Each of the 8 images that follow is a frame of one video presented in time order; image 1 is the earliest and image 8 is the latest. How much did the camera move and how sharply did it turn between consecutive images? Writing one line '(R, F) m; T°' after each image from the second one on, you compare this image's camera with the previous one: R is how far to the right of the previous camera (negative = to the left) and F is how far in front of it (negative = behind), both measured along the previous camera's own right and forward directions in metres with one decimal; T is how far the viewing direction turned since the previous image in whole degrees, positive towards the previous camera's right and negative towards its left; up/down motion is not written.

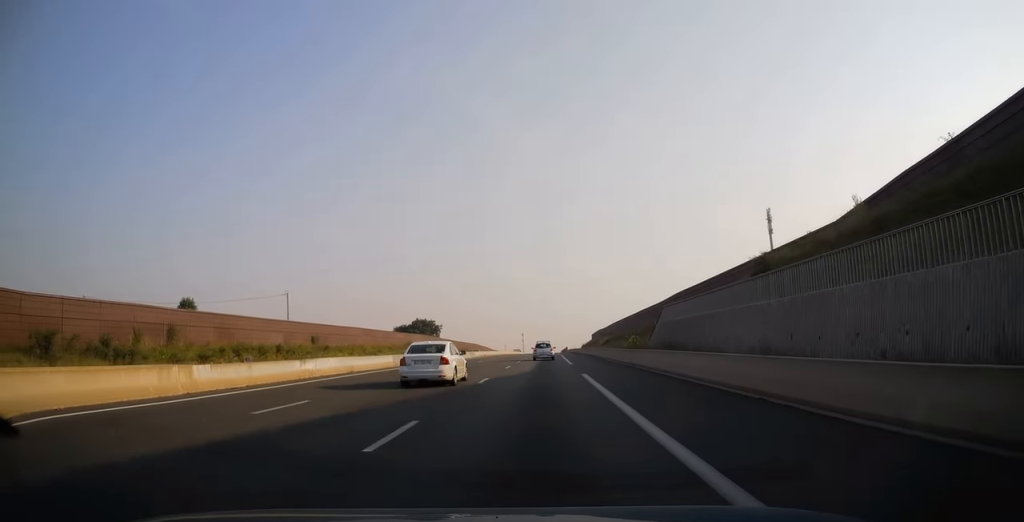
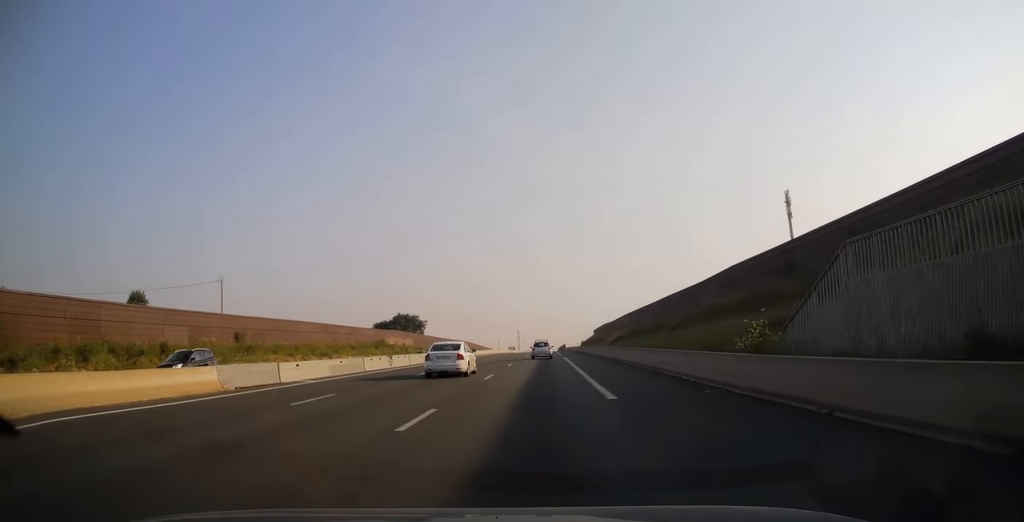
(+0.2, +23.9) m; +1°
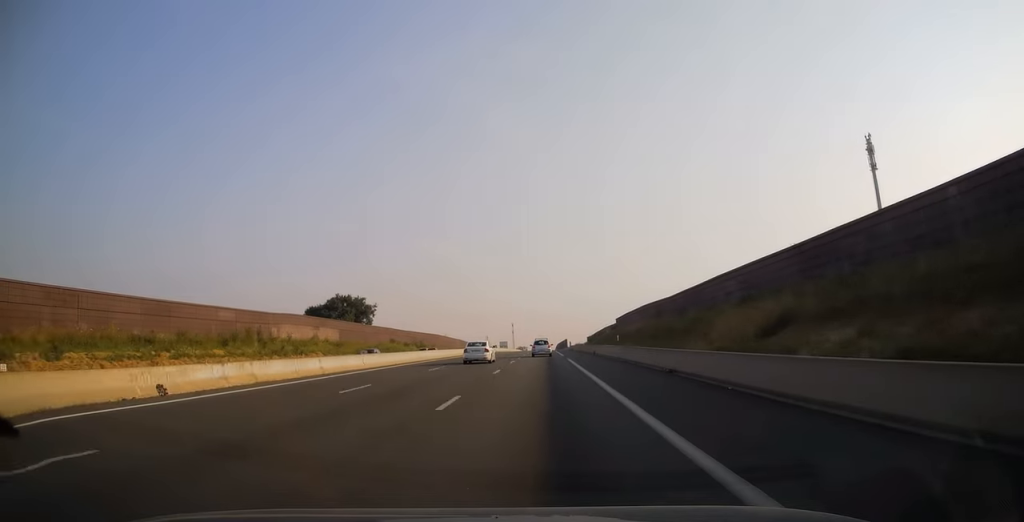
(+0.3, +61.7) m; +1°
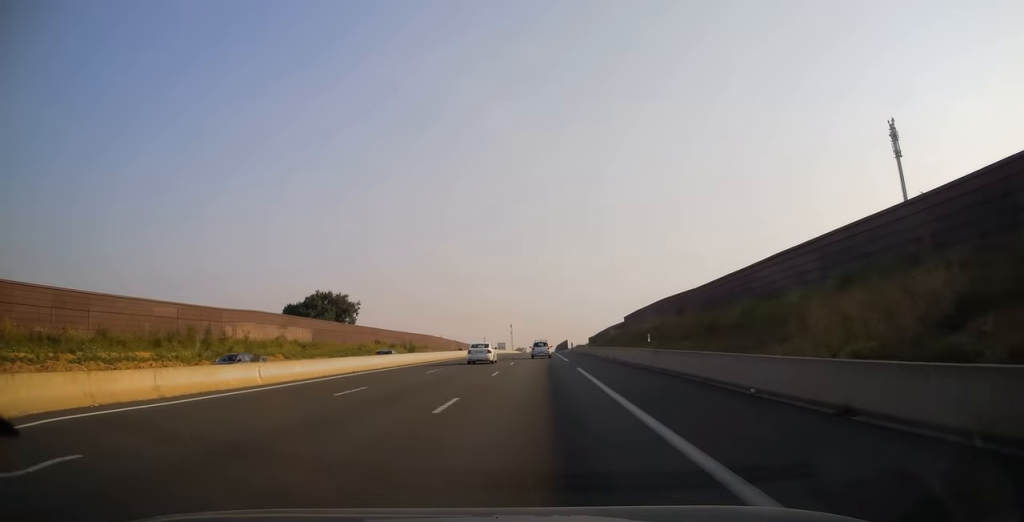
(0.0, +13.3) m; 0°
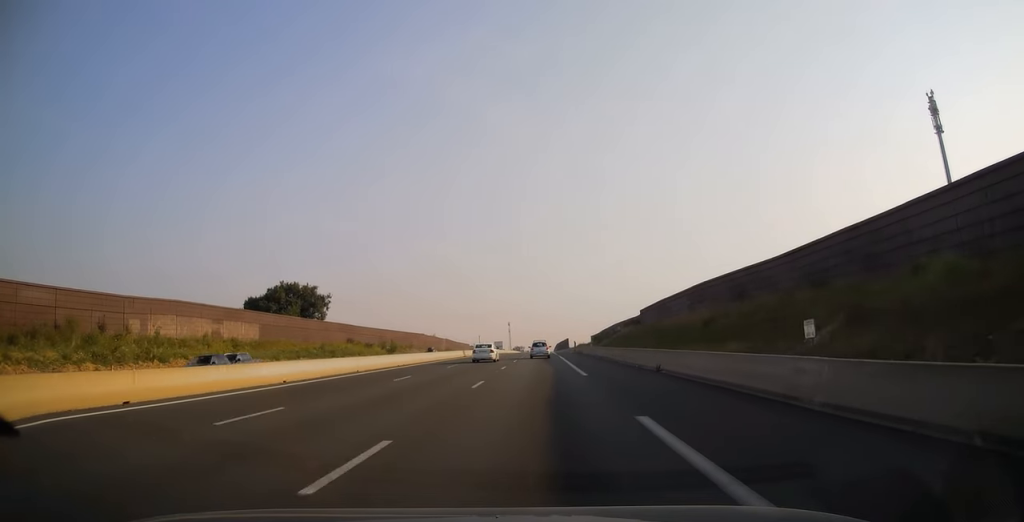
(+0.1, +19.3) m; 0°
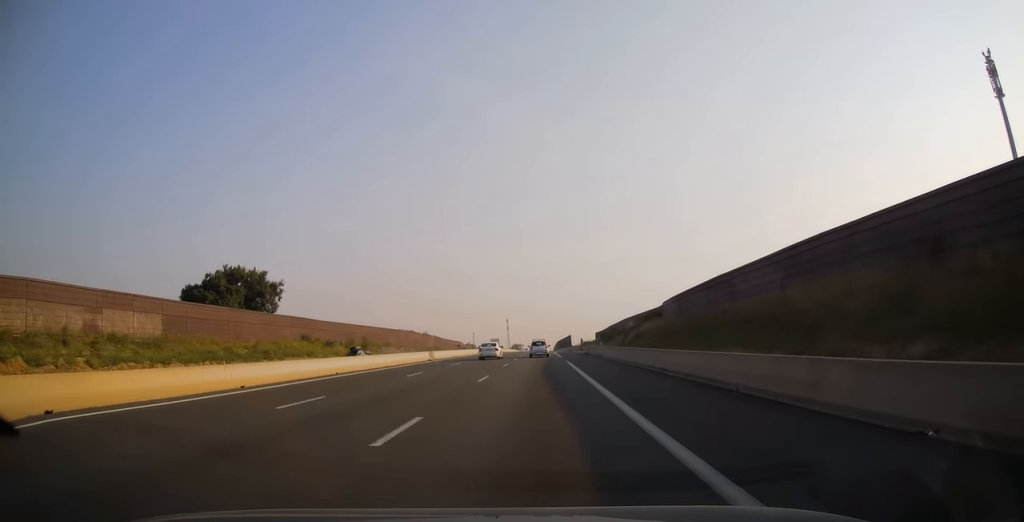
(0.0, +23.2) m; 0°
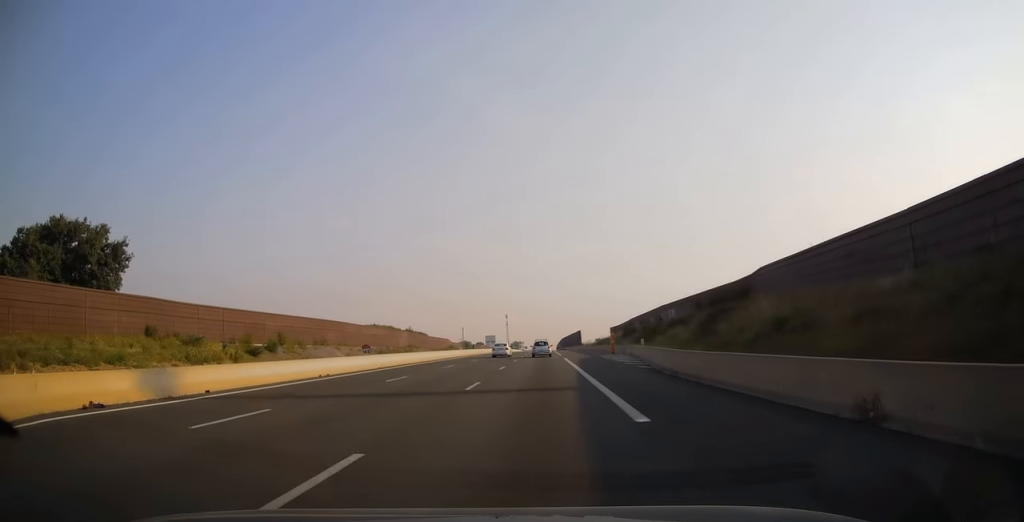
(0.0, +42.5) m; 0°
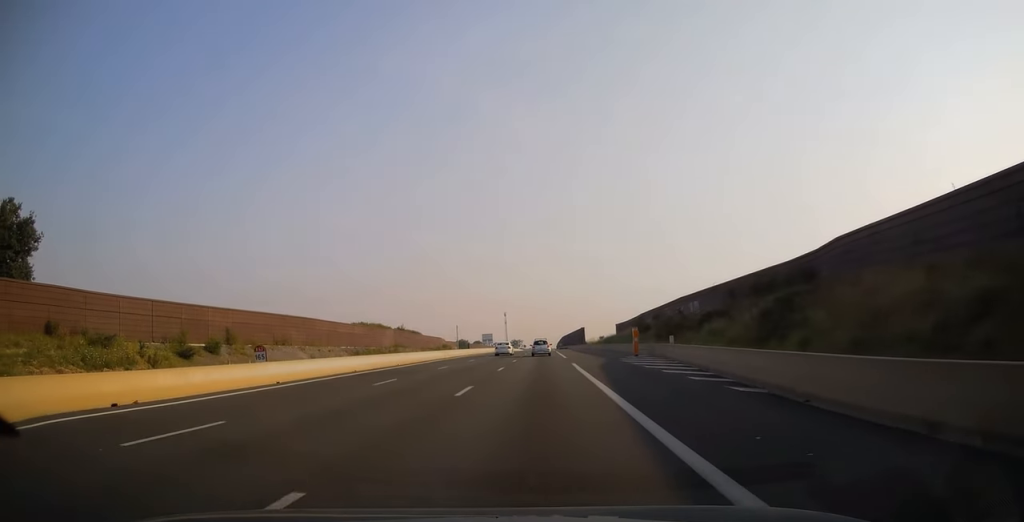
(0.0, +14.8) m; 0°
